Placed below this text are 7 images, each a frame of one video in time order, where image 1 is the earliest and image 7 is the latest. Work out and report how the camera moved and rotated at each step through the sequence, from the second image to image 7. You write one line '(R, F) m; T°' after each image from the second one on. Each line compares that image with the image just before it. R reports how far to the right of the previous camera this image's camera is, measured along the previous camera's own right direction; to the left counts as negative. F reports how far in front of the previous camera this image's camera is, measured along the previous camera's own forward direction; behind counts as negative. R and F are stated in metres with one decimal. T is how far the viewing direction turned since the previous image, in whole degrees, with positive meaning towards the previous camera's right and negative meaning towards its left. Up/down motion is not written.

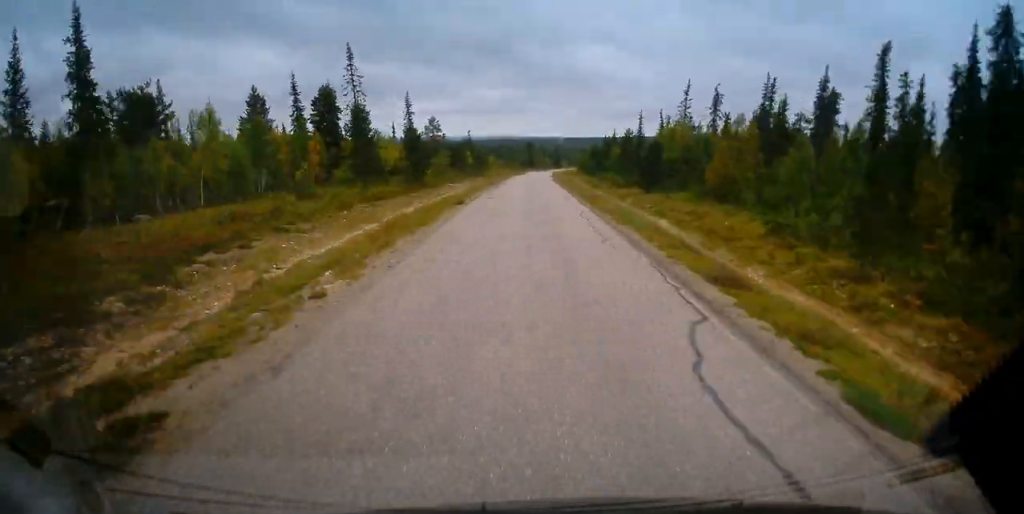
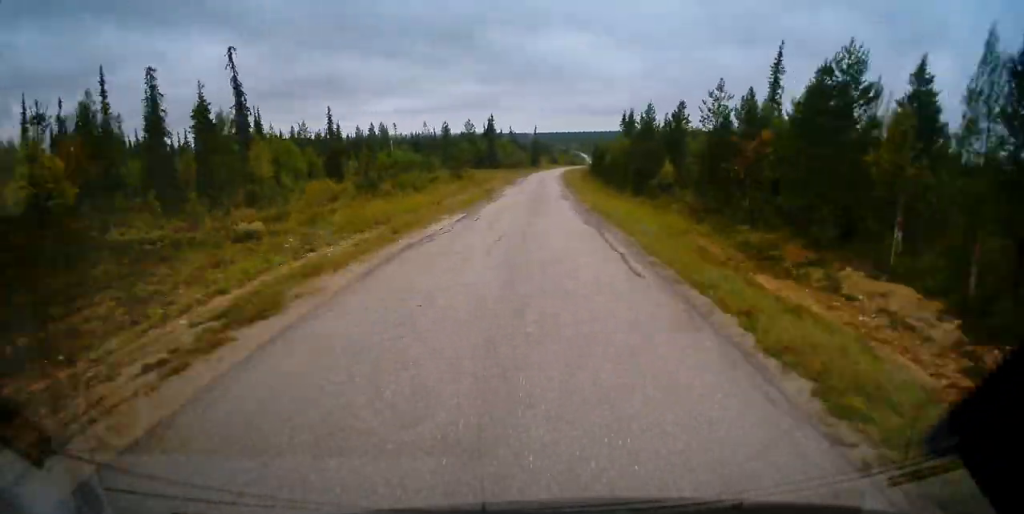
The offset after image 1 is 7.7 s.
(+3.1, +138.3) m; +3°
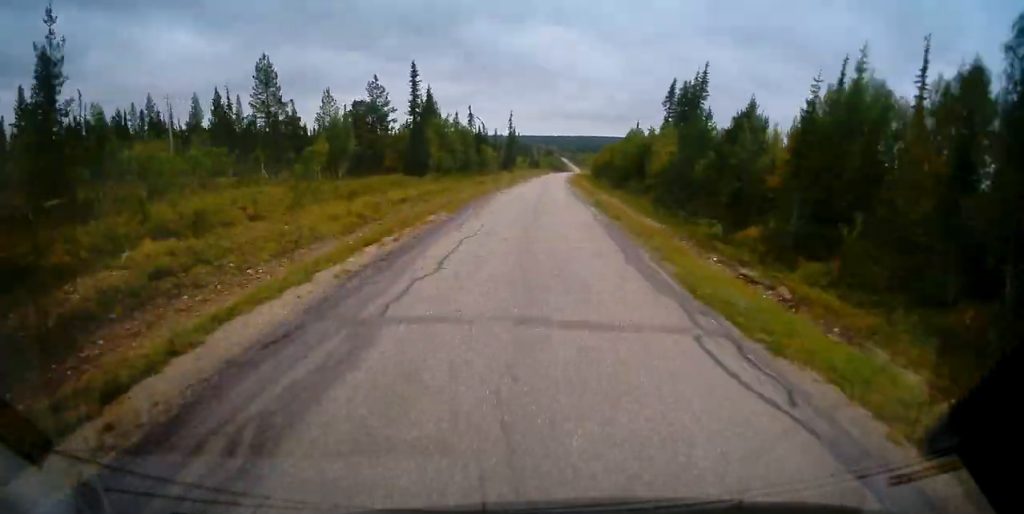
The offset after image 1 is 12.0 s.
(+1.7, +80.4) m; +3°
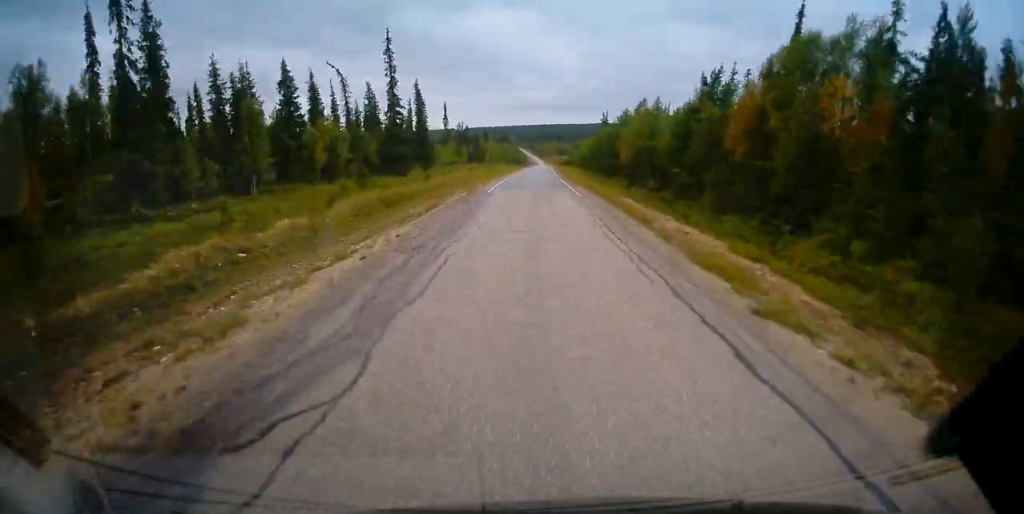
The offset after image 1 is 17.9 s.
(+3.9, +110.9) m; +3°
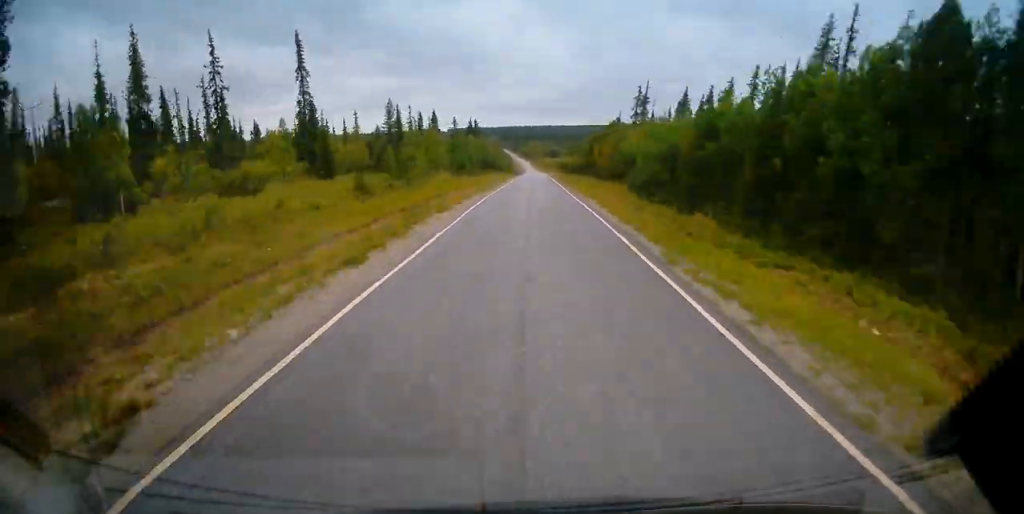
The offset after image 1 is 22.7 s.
(+0.8, +92.8) m; 0°
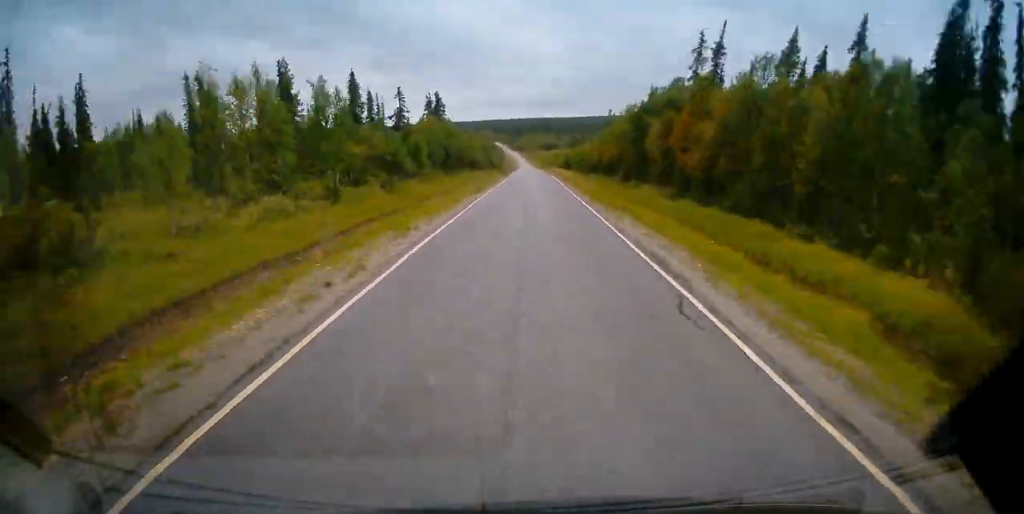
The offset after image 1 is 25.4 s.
(-0.1, +53.2) m; 0°
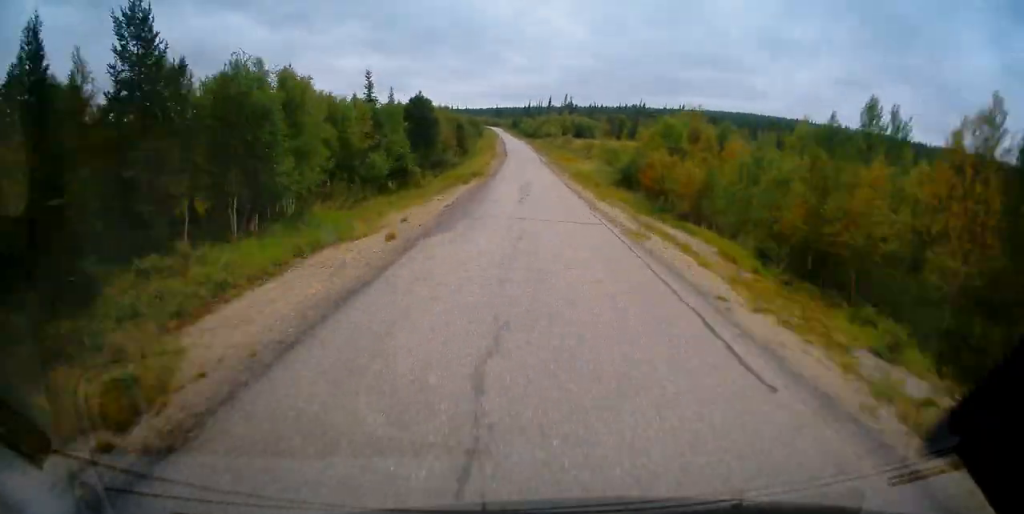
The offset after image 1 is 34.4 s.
(-0.9, +179.4) m; -1°
